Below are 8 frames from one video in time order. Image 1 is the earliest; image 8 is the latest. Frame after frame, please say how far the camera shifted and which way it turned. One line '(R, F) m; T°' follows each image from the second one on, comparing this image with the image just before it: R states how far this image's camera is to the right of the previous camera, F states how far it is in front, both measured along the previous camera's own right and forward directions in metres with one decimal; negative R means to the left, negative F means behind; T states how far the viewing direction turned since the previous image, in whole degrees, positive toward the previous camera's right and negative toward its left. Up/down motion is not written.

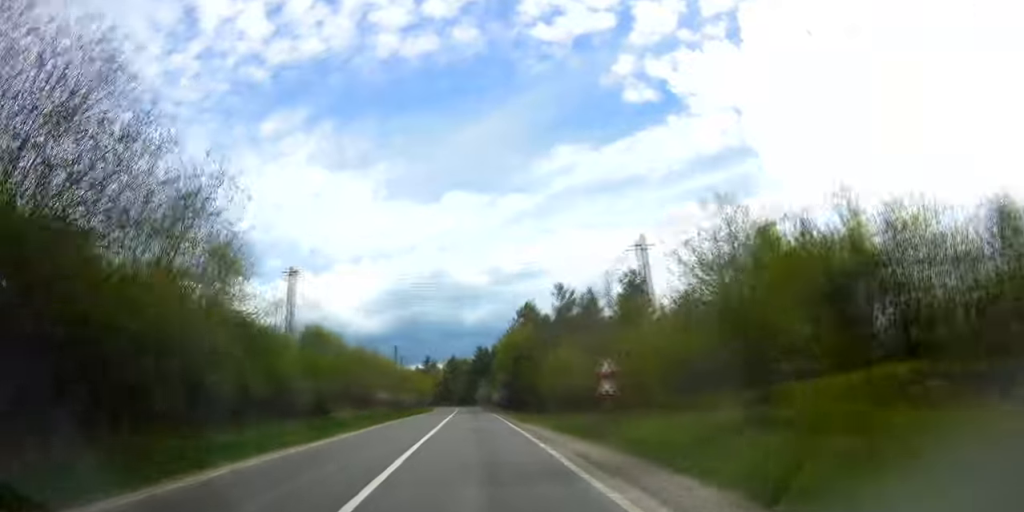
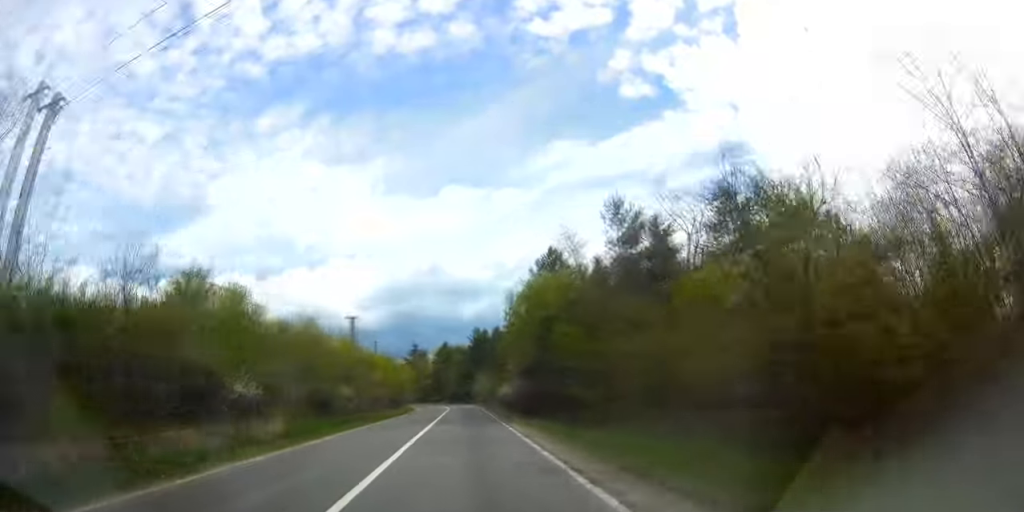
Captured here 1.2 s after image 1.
(+0.2, +25.6) m; 0°
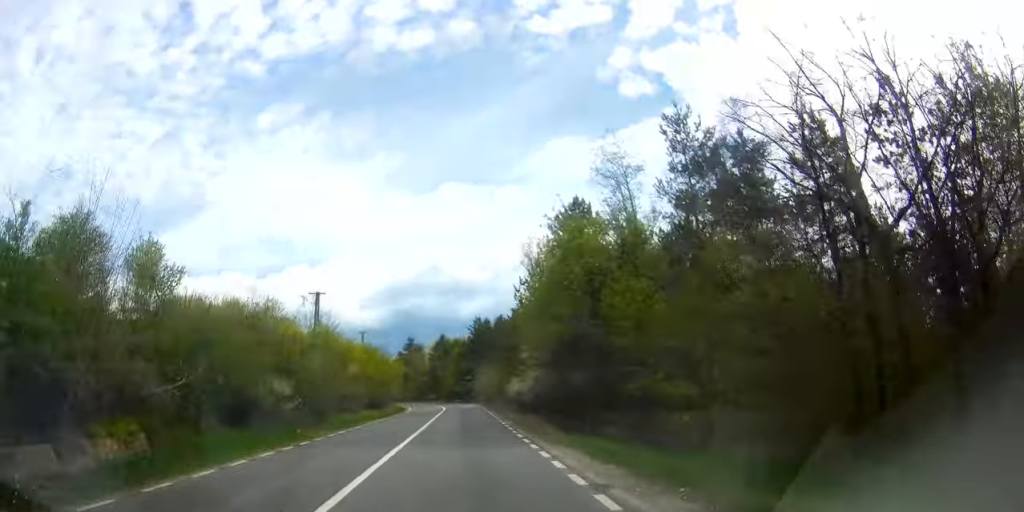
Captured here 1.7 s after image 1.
(-0.2, +11.8) m; 0°
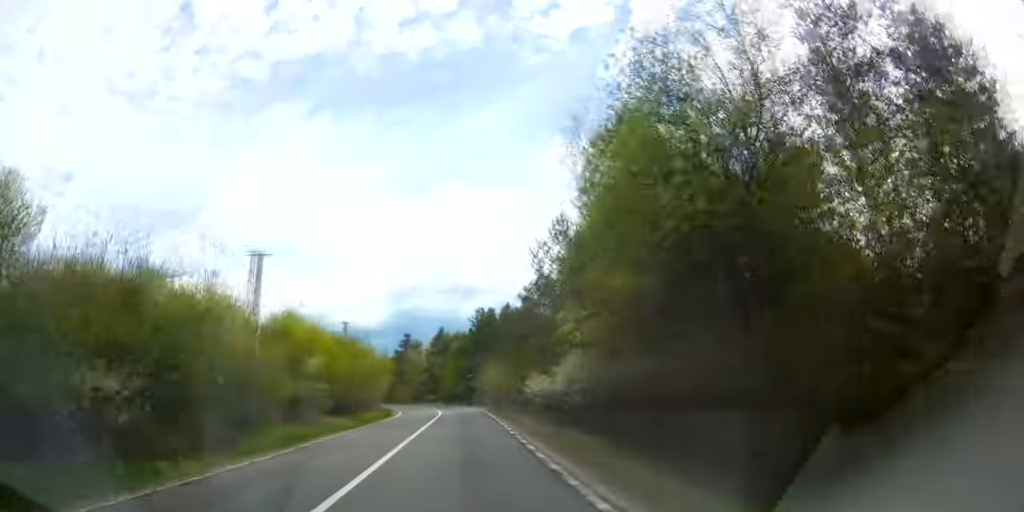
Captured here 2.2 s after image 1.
(-0.1, +11.8) m; 0°
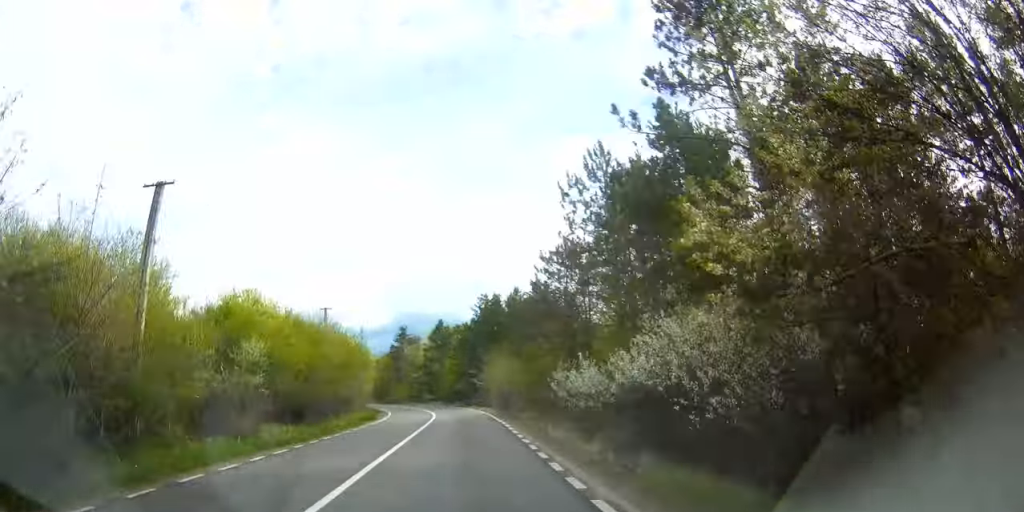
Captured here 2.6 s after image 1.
(+0.1, +10.3) m; 0°
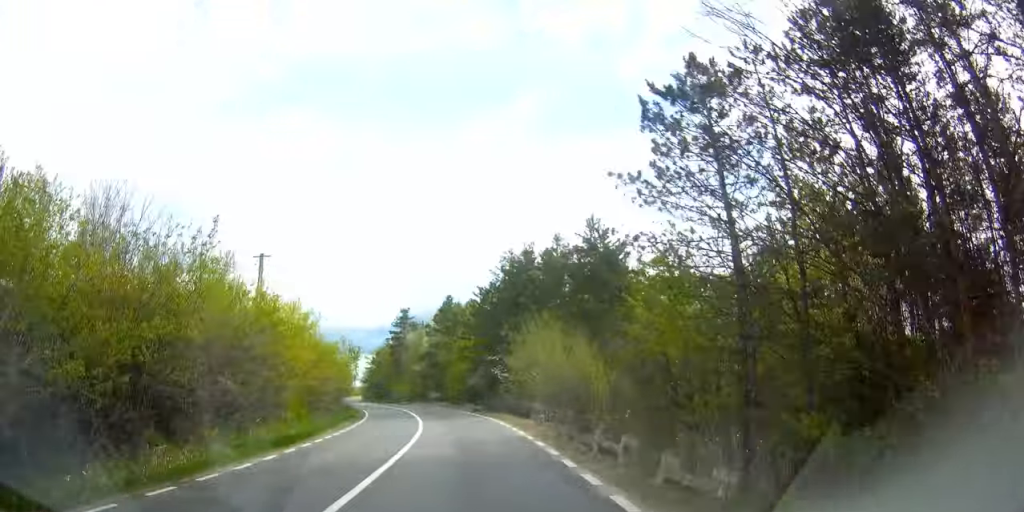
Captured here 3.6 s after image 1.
(-0.1, +21.9) m; -2°
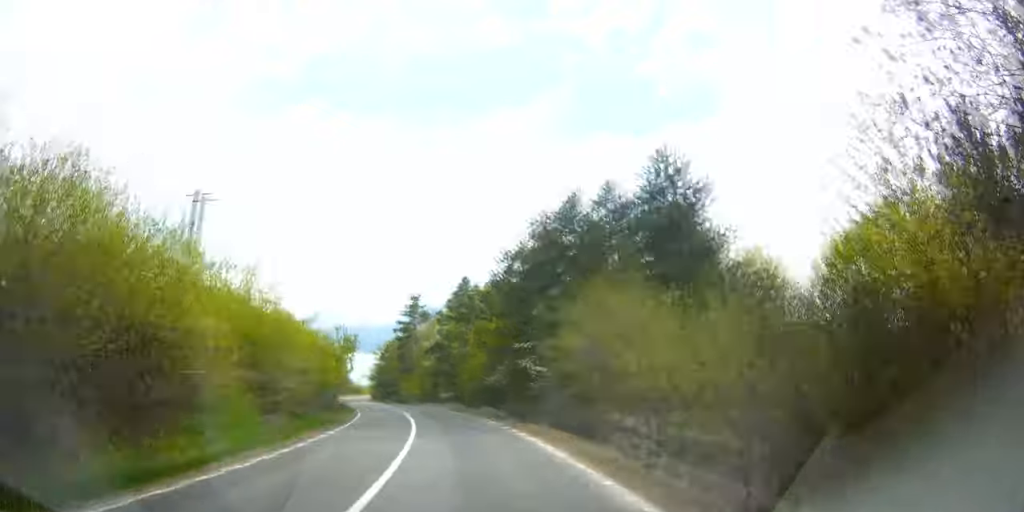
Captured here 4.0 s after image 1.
(+0.1, +11.6) m; -2°
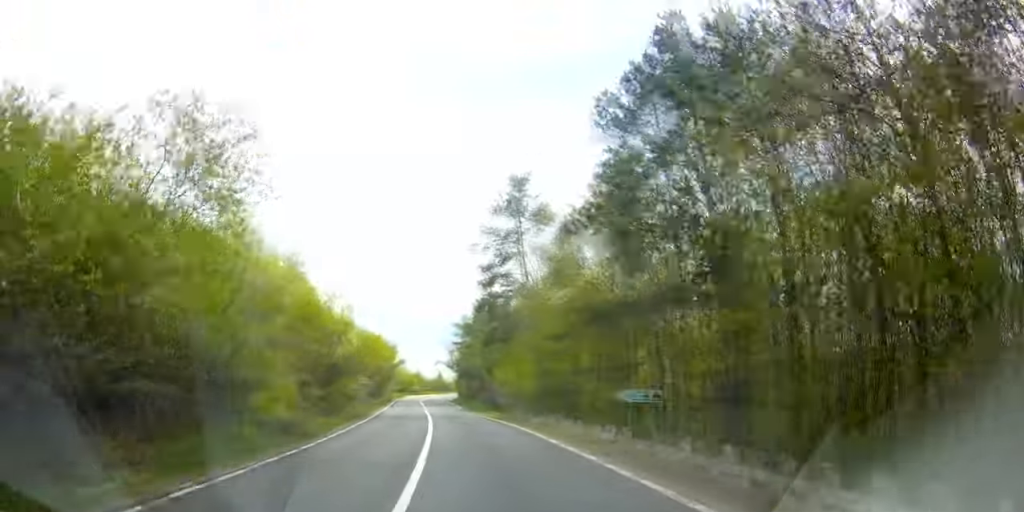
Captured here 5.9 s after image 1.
(-2.4, +45.6) m; -3°
